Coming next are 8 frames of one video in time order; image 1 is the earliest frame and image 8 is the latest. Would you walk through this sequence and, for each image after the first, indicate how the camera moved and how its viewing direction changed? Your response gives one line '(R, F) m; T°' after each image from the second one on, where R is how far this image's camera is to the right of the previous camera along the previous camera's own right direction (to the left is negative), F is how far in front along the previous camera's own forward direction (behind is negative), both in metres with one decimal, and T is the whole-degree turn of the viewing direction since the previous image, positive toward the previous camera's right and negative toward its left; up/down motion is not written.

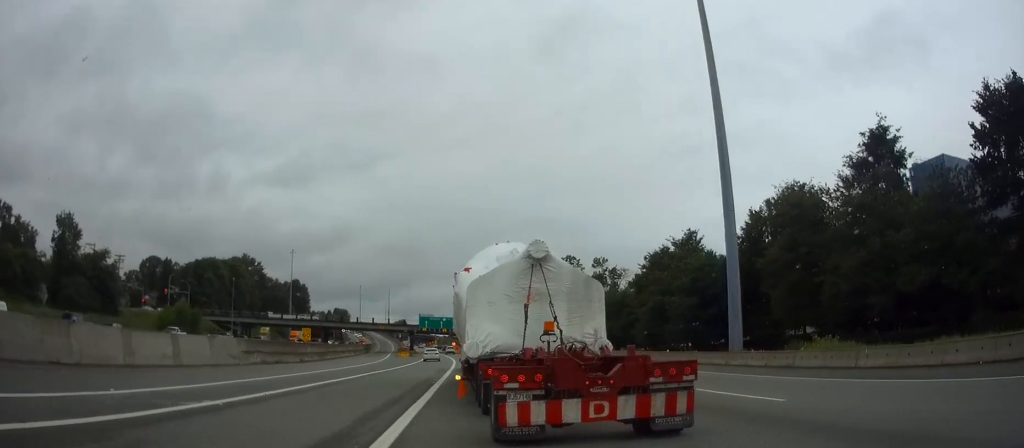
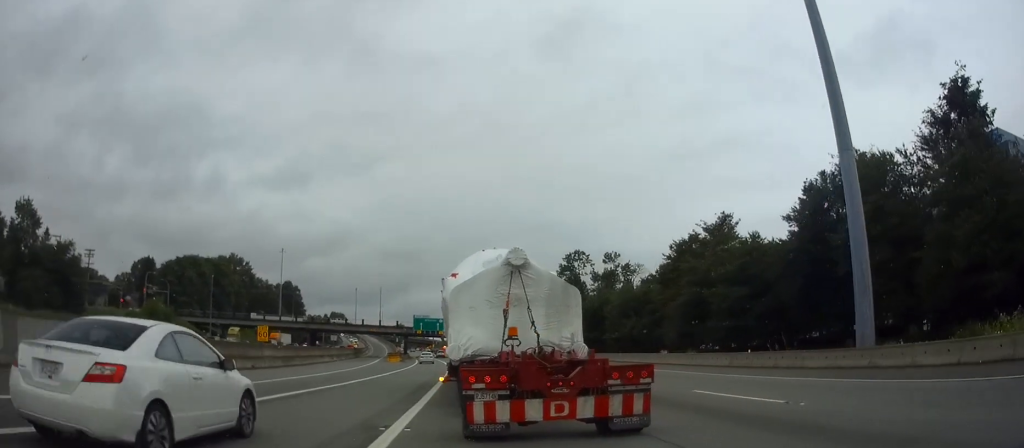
(0.0, +13.4) m; 0°
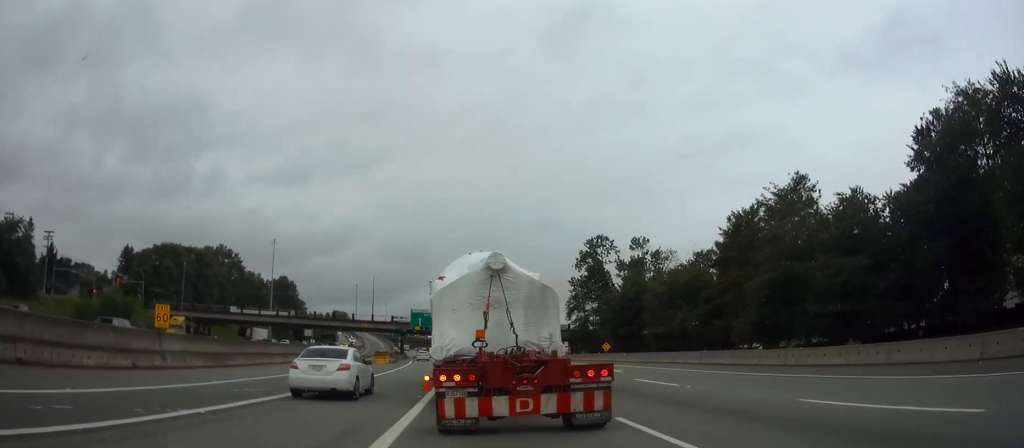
(-0.2, +18.4) m; -1°
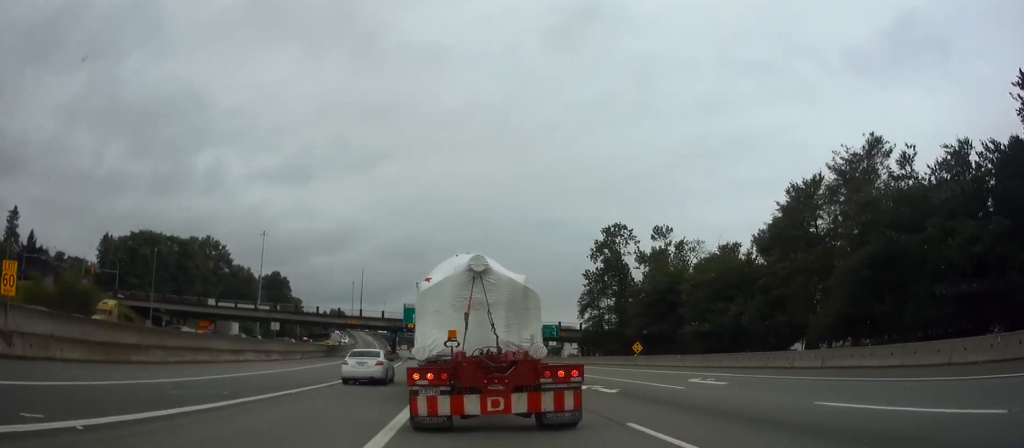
(-0.1, +13.6) m; 0°
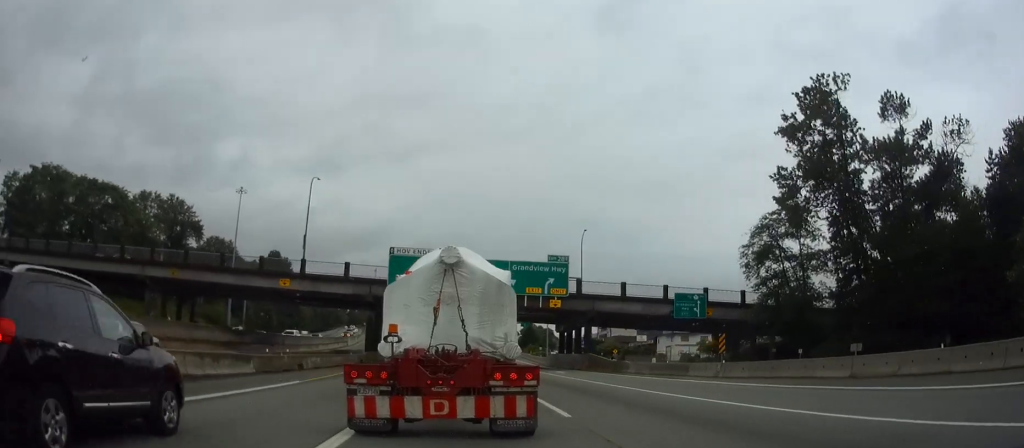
(-1.4, +56.5) m; -3°
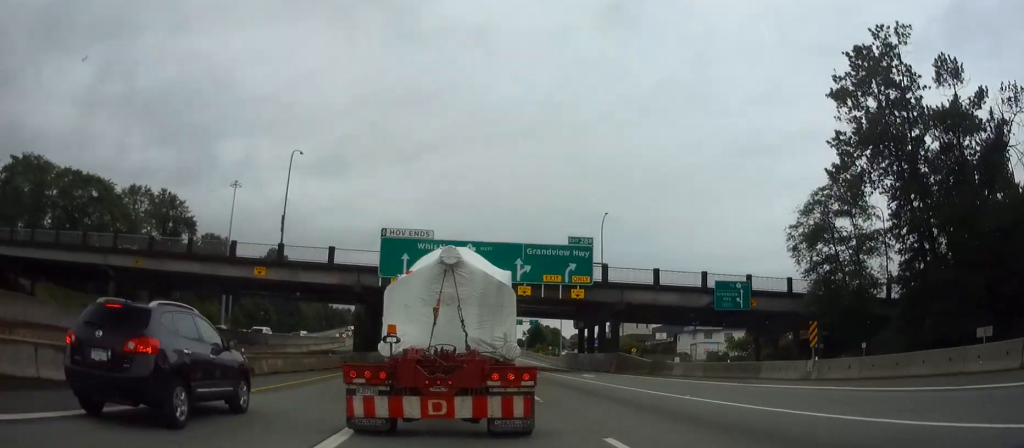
(0.0, +8.1) m; 0°
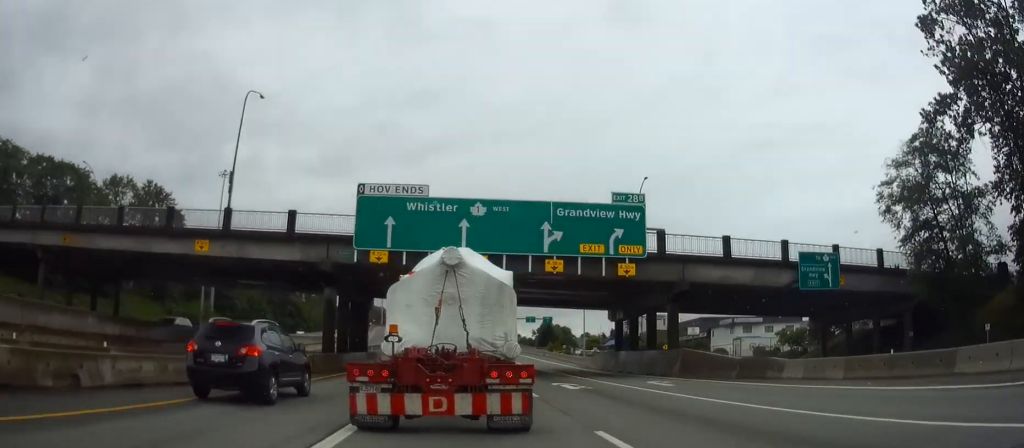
(-0.1, +12.0) m; -1°
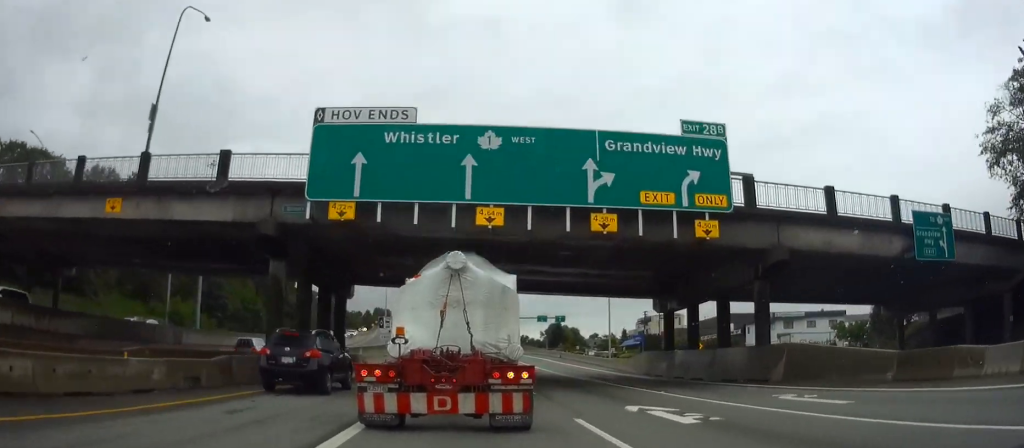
(-0.1, +10.7) m; -1°
